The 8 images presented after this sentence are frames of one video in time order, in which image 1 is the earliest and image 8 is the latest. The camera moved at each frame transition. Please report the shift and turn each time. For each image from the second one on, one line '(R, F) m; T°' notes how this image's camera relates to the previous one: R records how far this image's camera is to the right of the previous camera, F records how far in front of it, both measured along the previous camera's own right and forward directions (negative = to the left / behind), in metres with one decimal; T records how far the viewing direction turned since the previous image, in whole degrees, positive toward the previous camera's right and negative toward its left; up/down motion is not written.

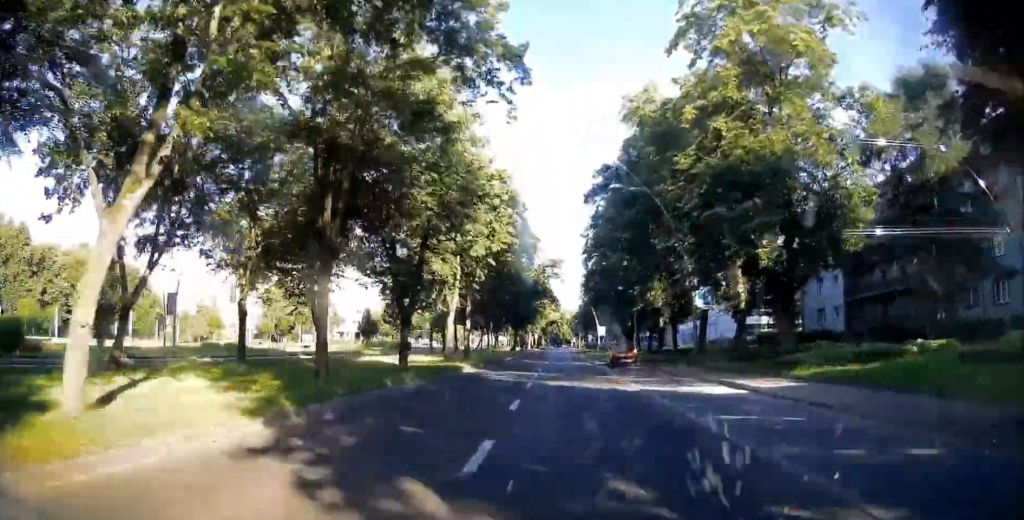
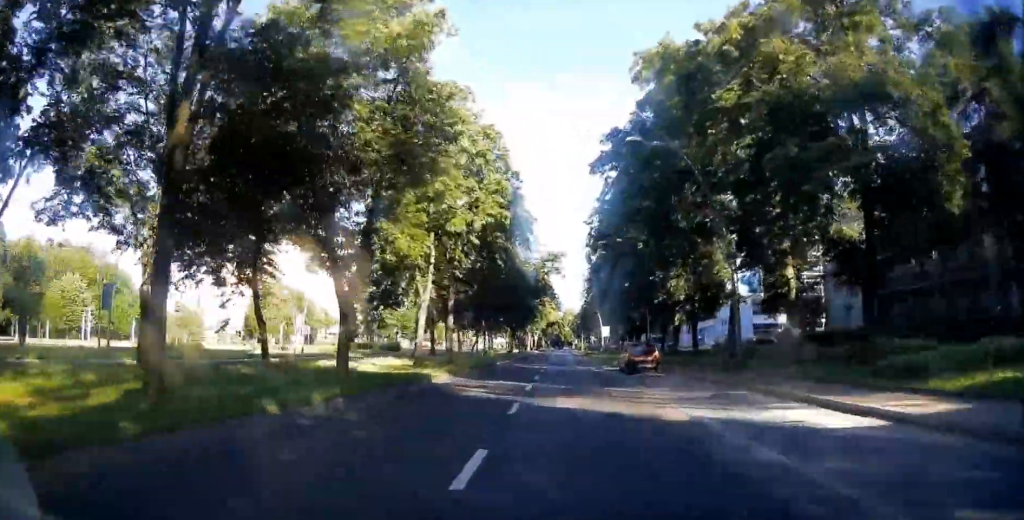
(-0.4, +7.1) m; -2°
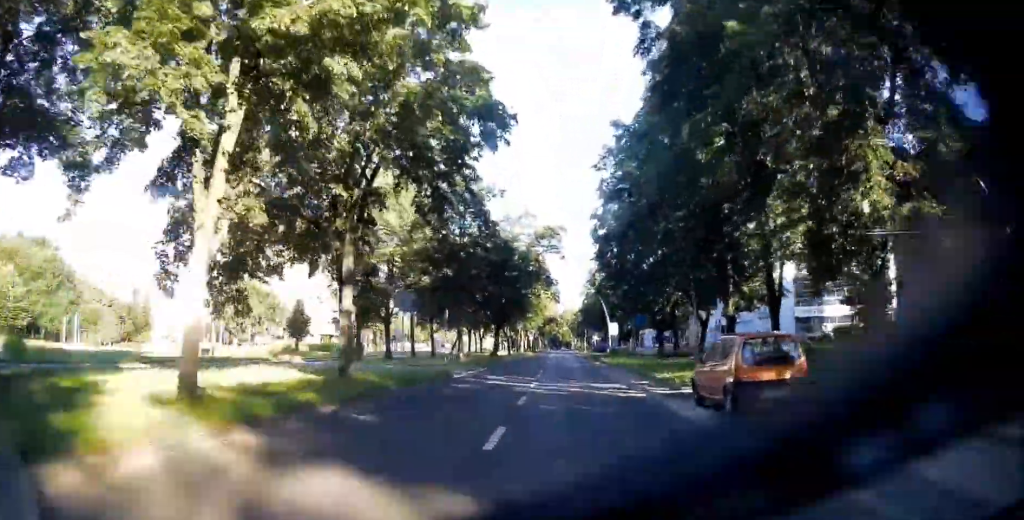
(+0.2, +17.9) m; +4°
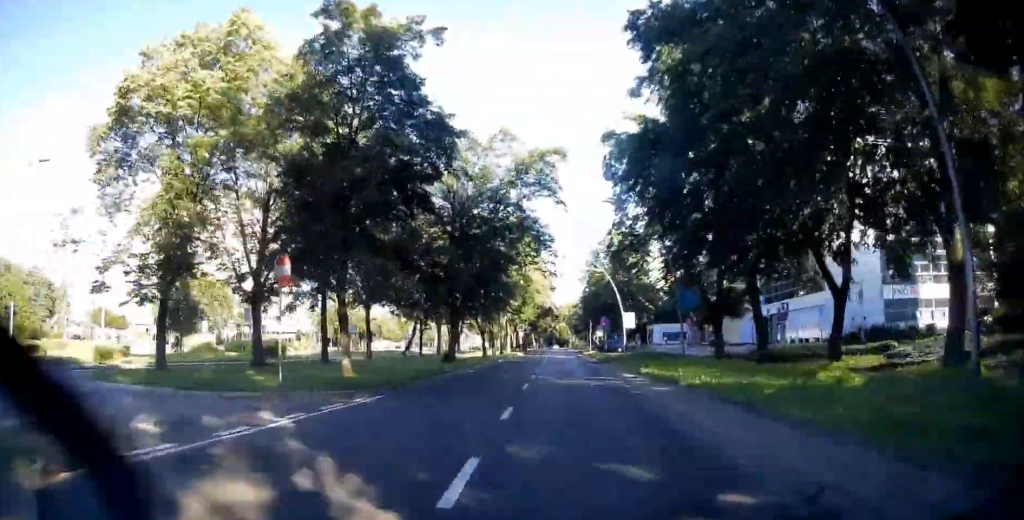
(+0.9, +21.9) m; +1°
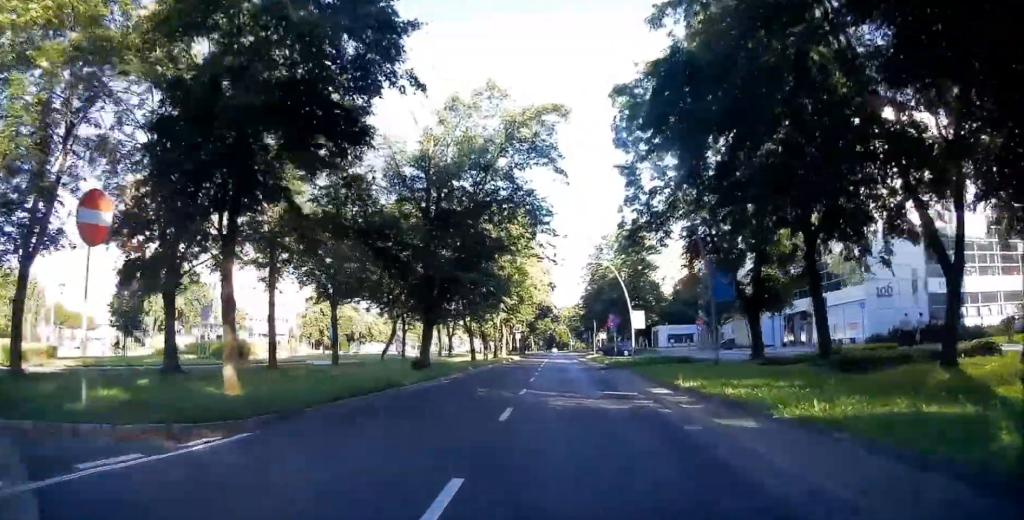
(0.0, +6.2) m; -1°
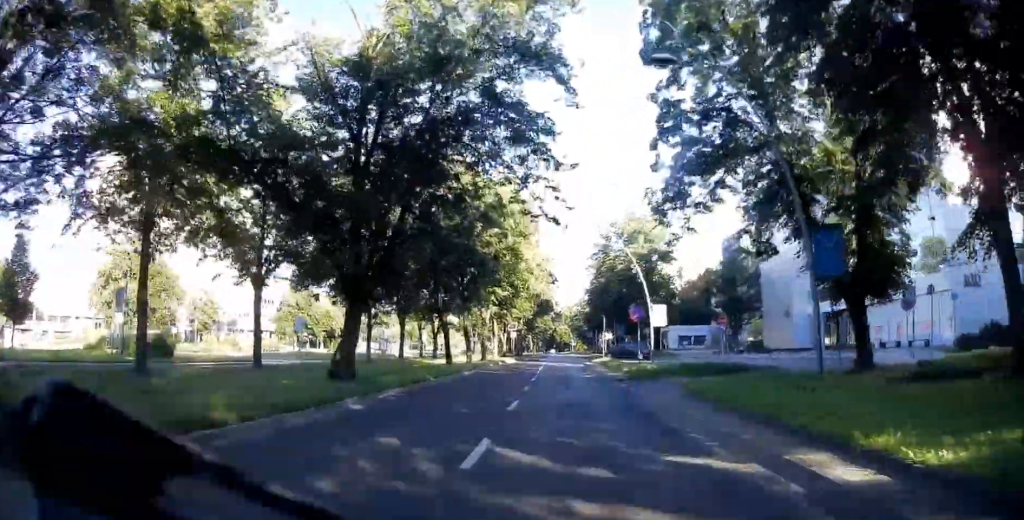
(-0.1, +9.2) m; 0°
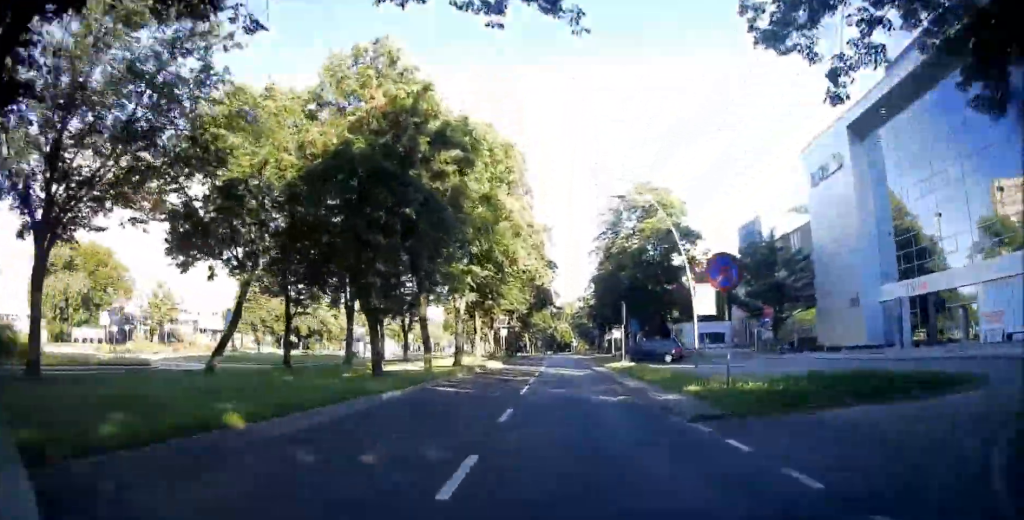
(0.0, +12.7) m; +1°
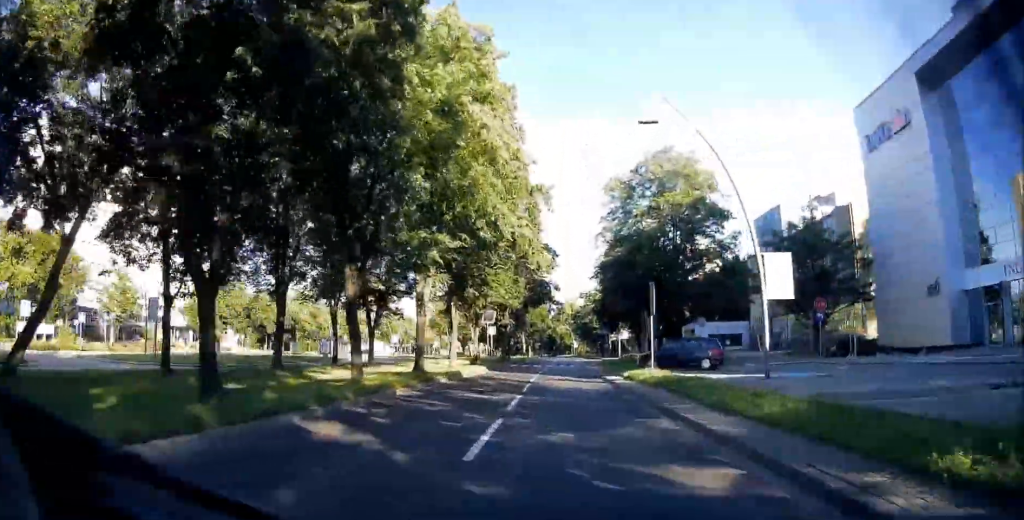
(+0.1, +10.2) m; +1°
